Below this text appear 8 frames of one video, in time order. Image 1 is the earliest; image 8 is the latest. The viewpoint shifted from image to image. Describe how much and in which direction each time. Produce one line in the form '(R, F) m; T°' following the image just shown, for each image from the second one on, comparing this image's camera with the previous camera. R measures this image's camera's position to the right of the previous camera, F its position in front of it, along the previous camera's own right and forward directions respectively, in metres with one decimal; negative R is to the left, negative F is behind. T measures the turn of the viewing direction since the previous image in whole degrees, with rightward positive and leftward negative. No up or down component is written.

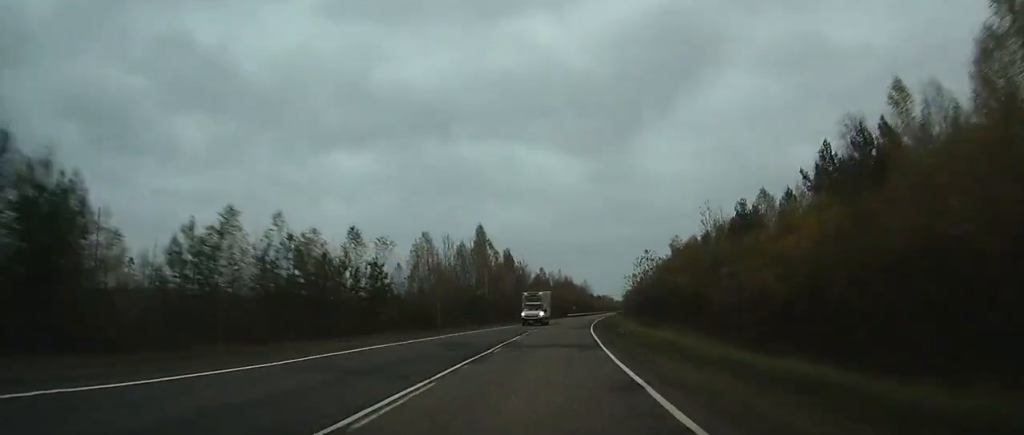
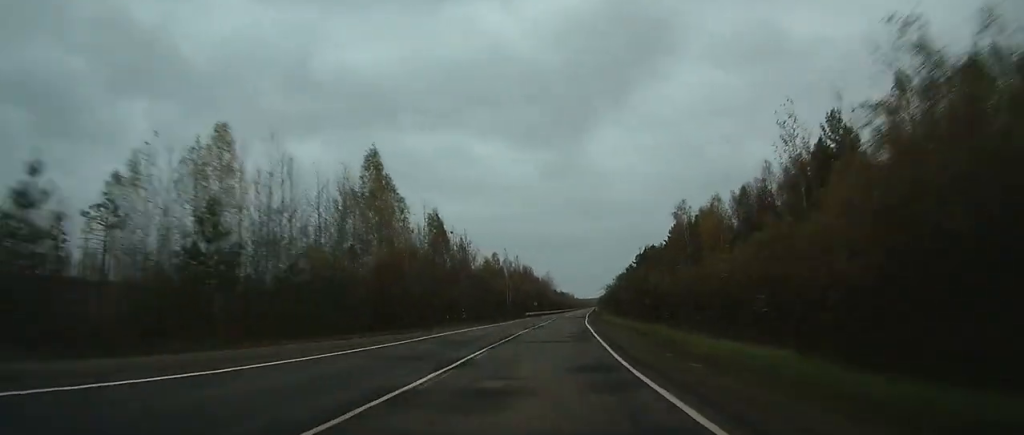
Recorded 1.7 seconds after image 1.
(+1.8, +41.1) m; +3°
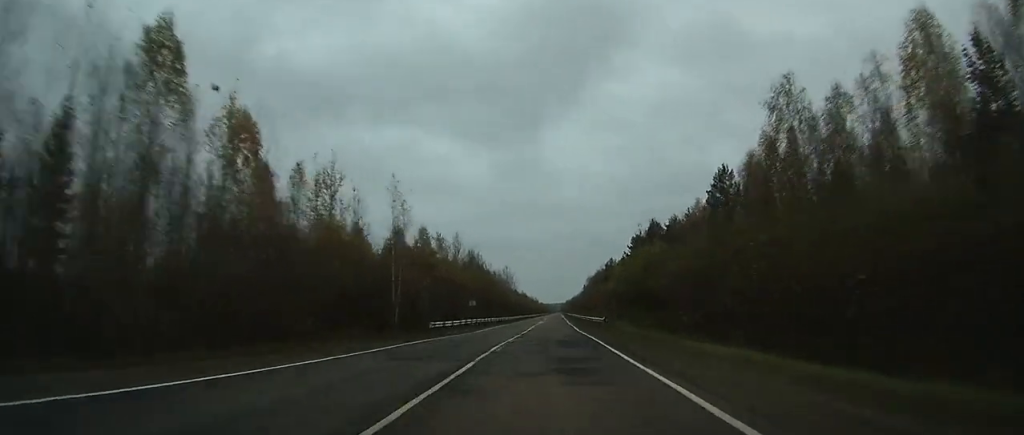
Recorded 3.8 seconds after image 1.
(+1.6, +56.9) m; +3°
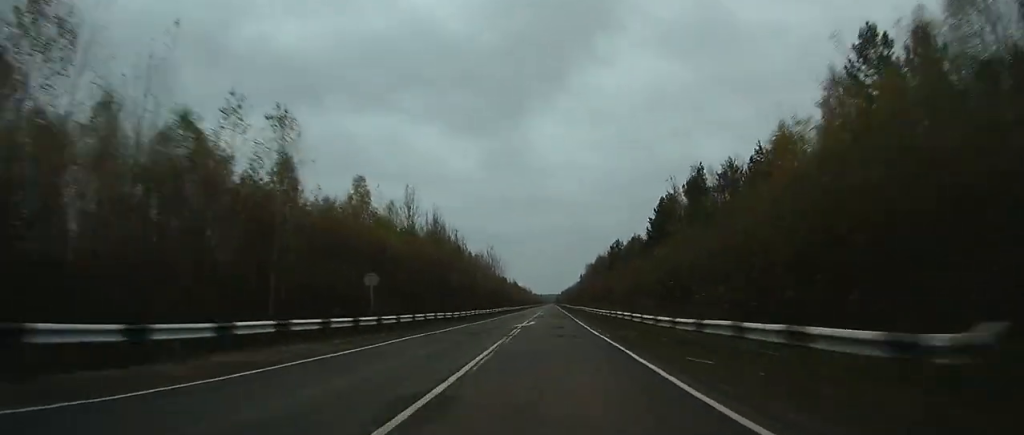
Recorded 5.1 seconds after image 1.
(+0.4, +36.5) m; +1°
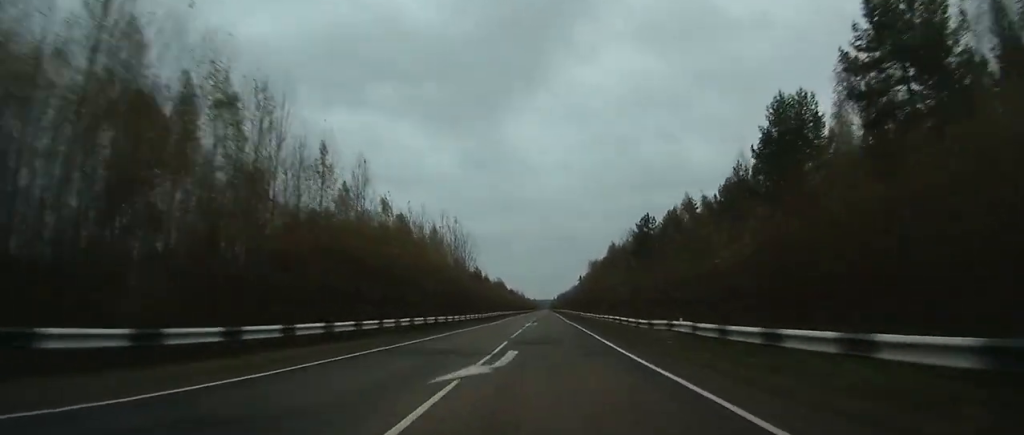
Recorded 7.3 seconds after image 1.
(+0.6, +59.7) m; +1°
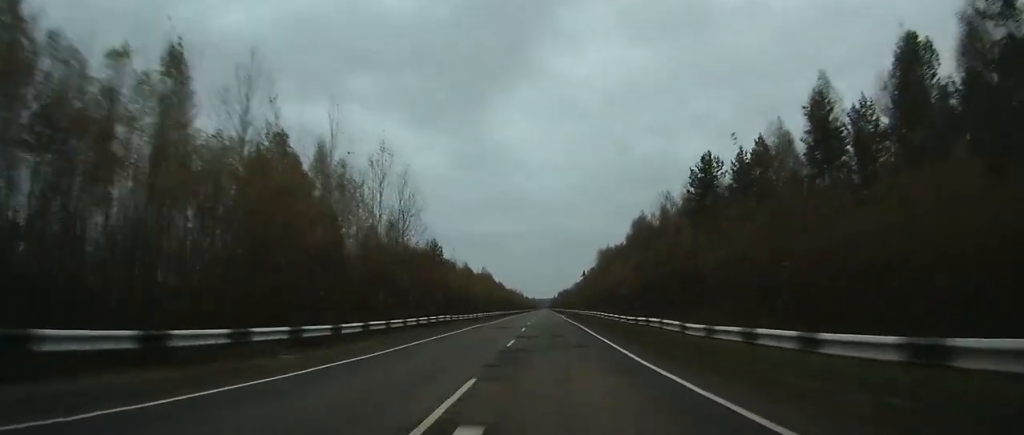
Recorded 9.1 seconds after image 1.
(+0.2, +46.0) m; 0°
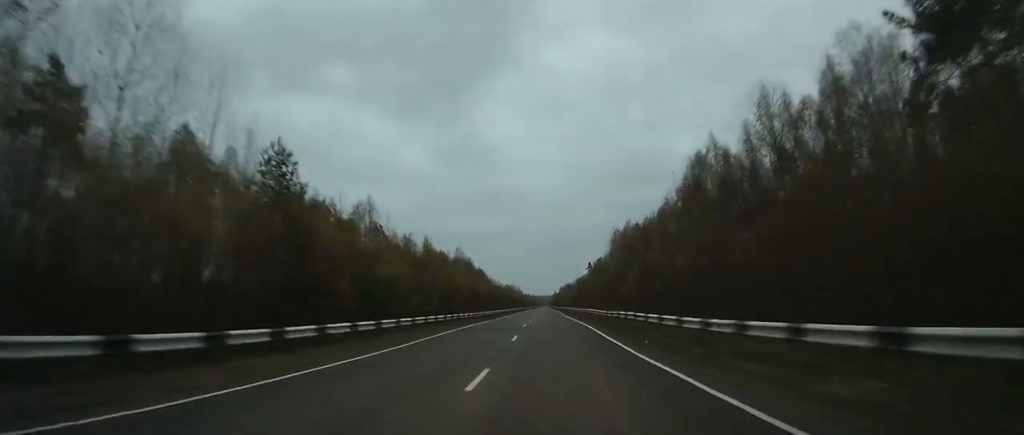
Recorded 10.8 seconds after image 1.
(0.0, +45.8) m; 0°
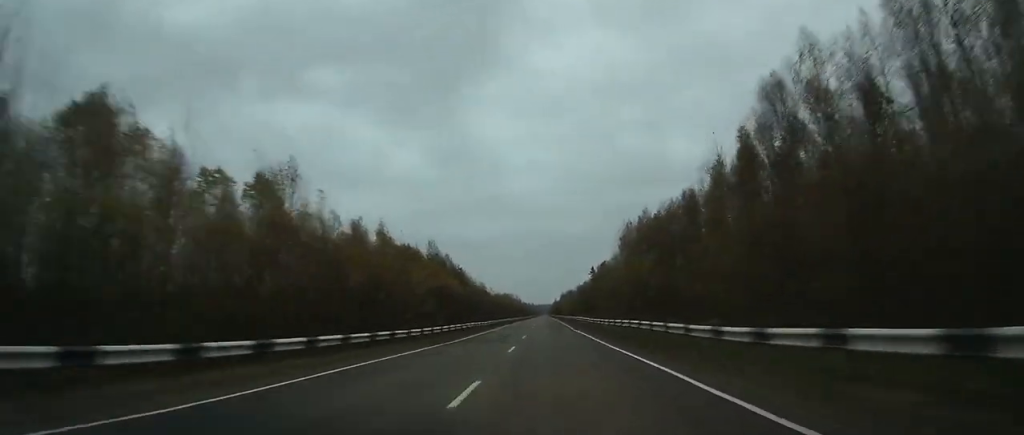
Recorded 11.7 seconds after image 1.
(0.0, +24.8) m; 0°
